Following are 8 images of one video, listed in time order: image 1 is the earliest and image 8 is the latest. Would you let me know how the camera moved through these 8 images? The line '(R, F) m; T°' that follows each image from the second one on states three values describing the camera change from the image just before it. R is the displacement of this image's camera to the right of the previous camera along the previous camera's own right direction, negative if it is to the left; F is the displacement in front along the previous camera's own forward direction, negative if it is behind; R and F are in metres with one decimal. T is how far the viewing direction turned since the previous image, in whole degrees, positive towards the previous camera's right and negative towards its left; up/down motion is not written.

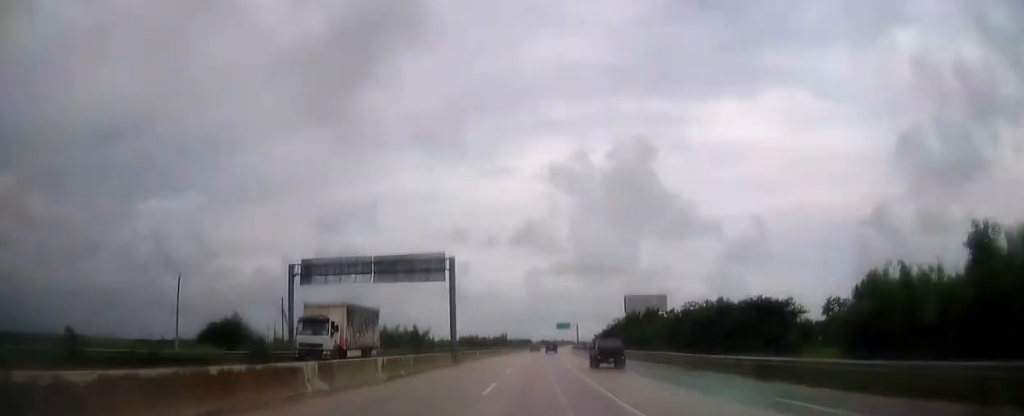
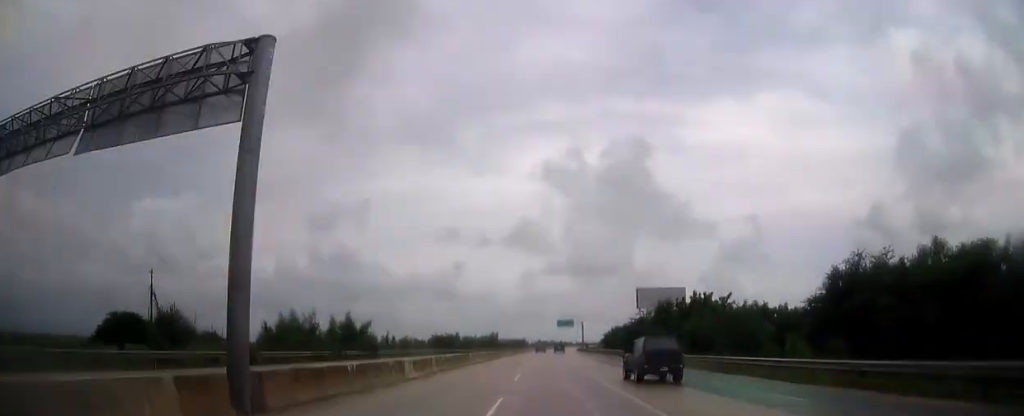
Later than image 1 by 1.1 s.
(-0.1, +32.1) m; +1°
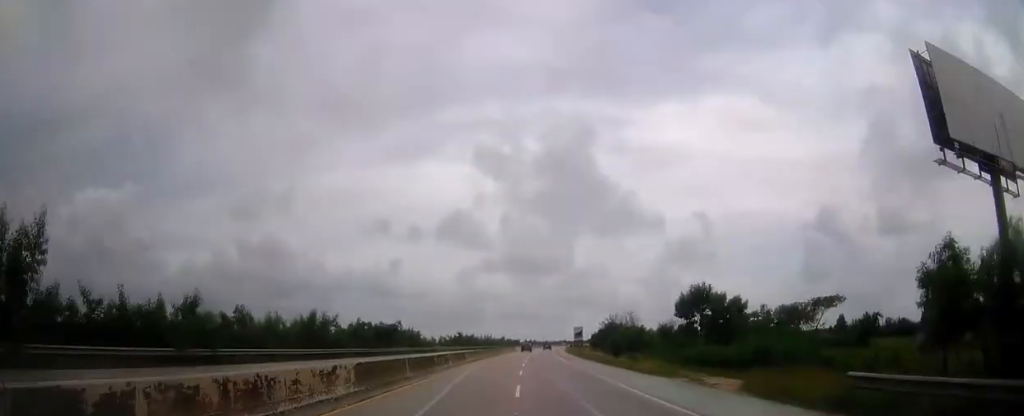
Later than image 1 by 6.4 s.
(+7.7, +154.5) m; +6°
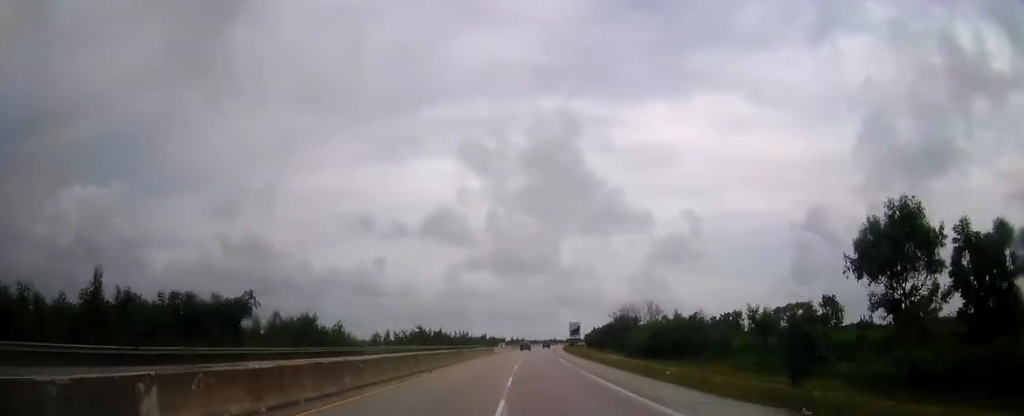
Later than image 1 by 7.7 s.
(+0.5, +37.9) m; +1°
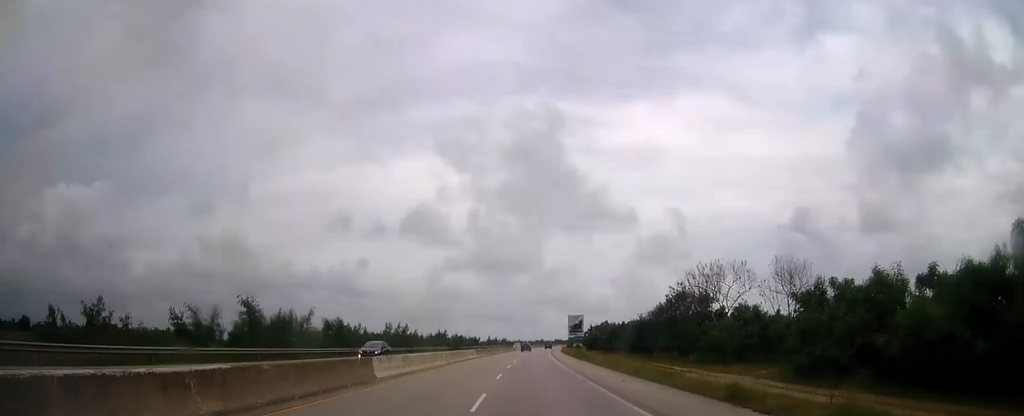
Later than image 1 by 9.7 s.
(+0.9, +58.8) m; +2°
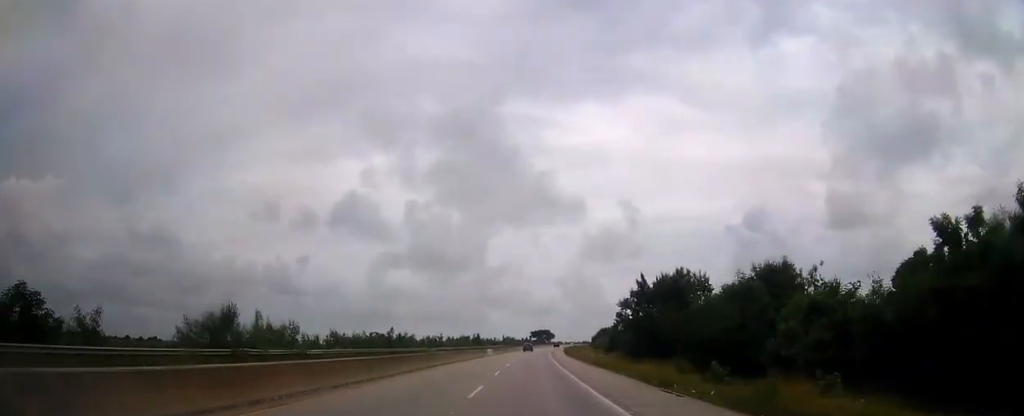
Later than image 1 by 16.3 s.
(+8.6, +194.8) m; +5°
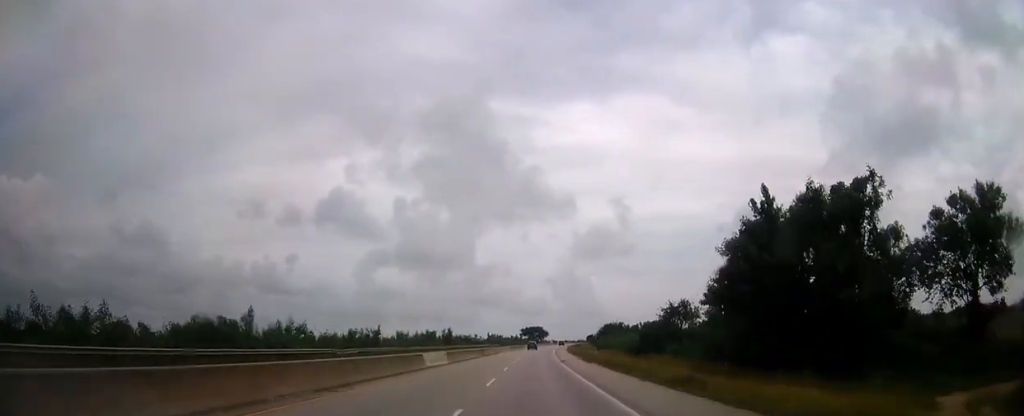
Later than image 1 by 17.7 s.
(+0.8, +41.4) m; +1°
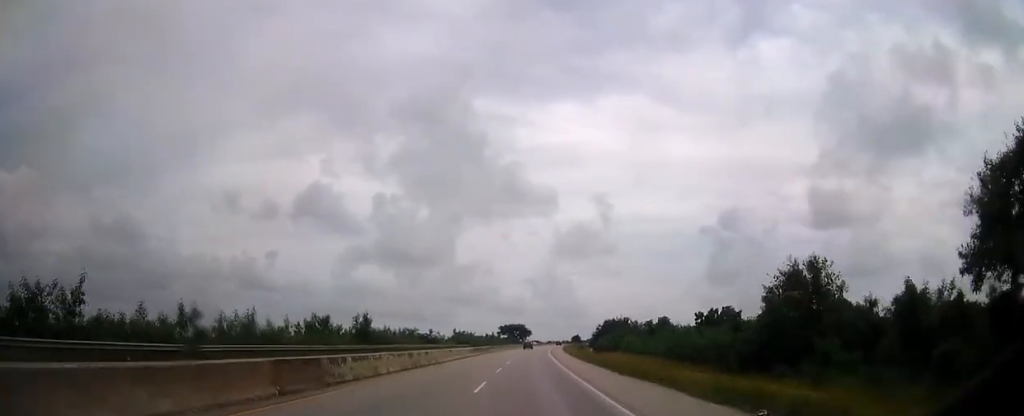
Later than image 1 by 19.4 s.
(+0.7, +50.6) m; +1°
